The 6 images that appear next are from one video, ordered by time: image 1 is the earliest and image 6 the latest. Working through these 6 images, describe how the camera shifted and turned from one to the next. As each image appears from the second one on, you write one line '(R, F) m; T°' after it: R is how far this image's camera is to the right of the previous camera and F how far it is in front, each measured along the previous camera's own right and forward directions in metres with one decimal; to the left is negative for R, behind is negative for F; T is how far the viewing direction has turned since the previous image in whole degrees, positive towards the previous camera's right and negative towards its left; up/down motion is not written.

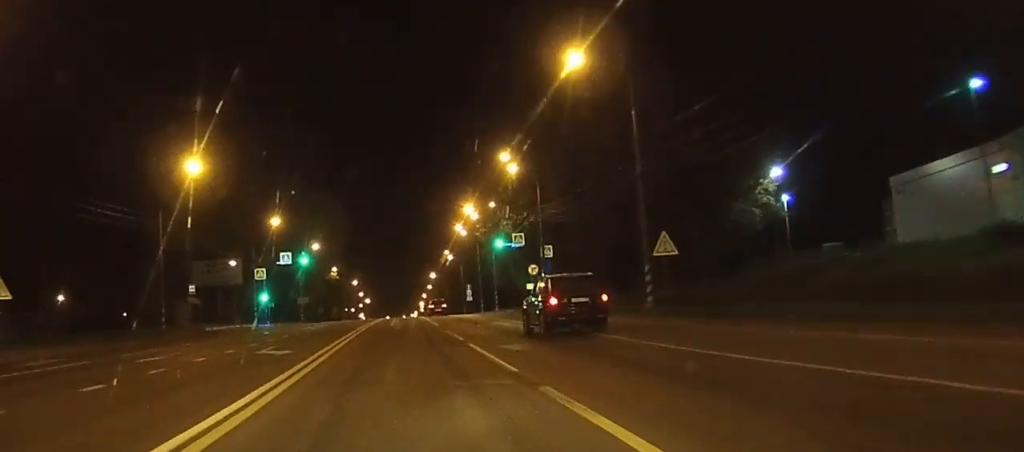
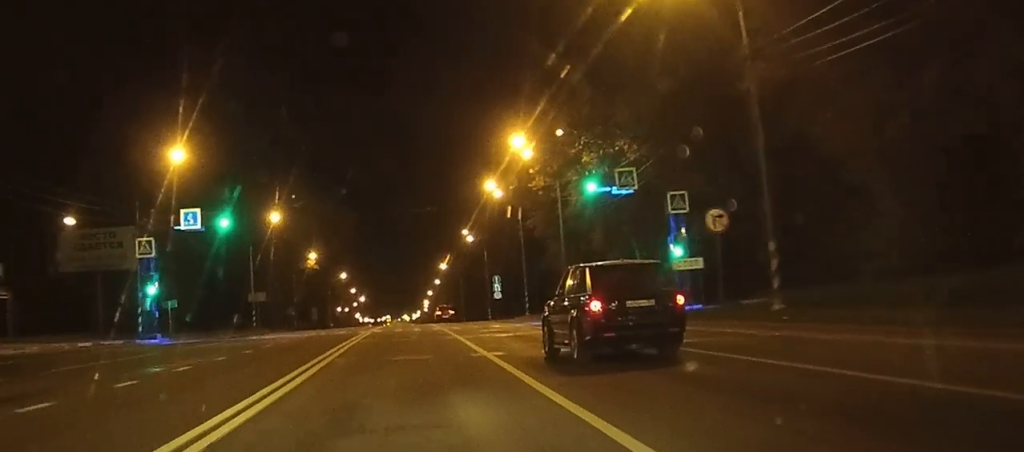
(0.0, +42.8) m; 0°
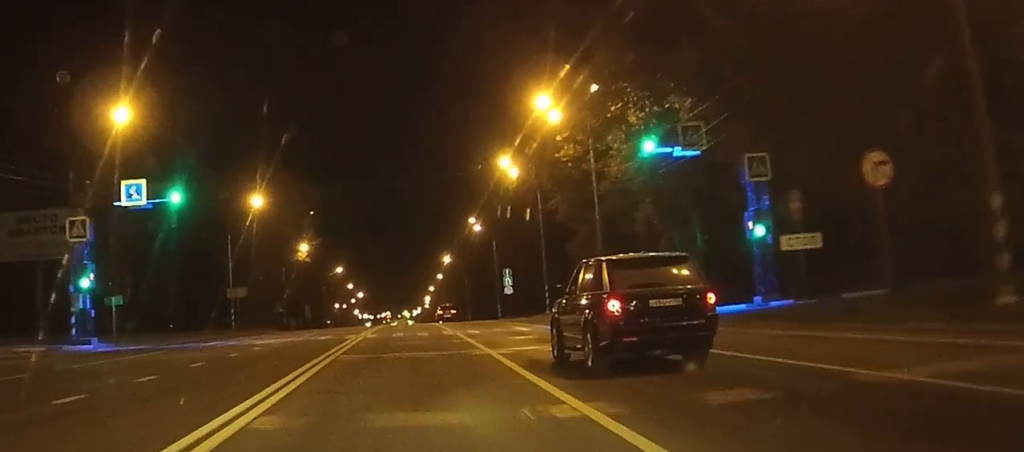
(0.0, +11.1) m; 0°
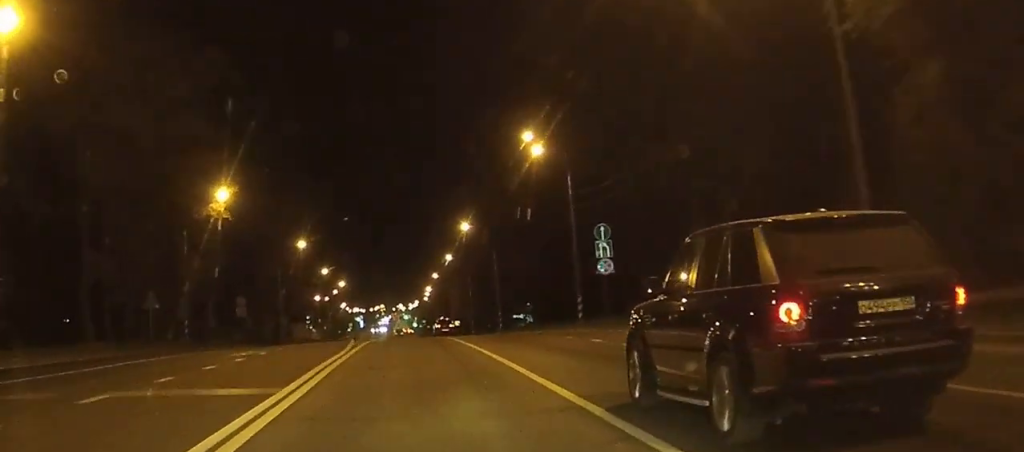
(0.0, +49.1) m; 0°
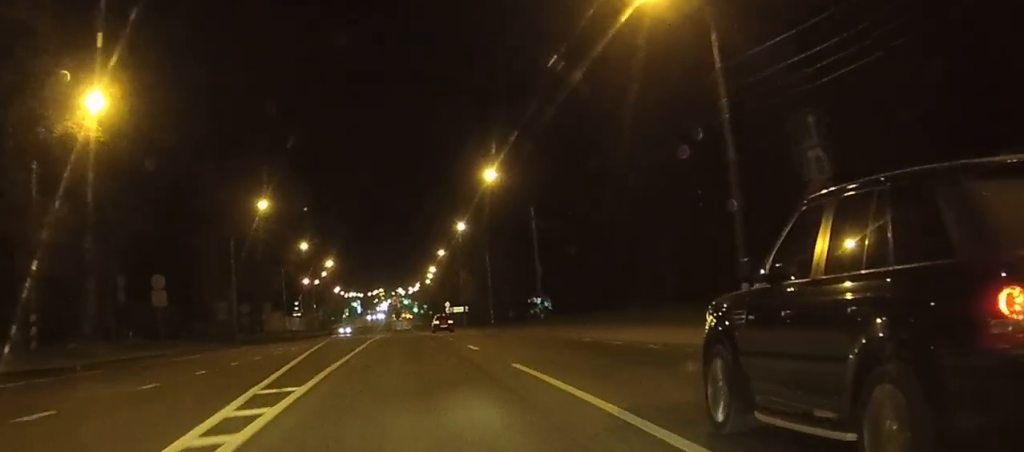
(0.0, +26.7) m; 0°
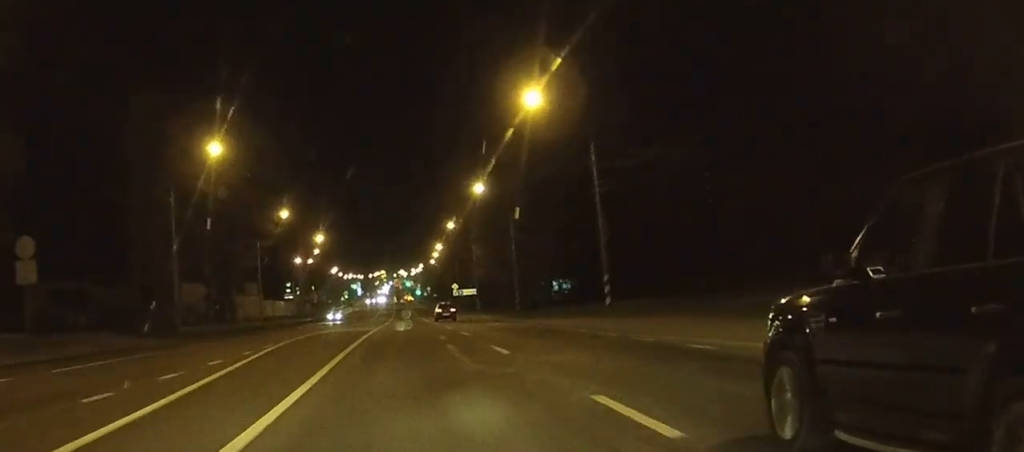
(-0.1, +19.4) m; 0°
